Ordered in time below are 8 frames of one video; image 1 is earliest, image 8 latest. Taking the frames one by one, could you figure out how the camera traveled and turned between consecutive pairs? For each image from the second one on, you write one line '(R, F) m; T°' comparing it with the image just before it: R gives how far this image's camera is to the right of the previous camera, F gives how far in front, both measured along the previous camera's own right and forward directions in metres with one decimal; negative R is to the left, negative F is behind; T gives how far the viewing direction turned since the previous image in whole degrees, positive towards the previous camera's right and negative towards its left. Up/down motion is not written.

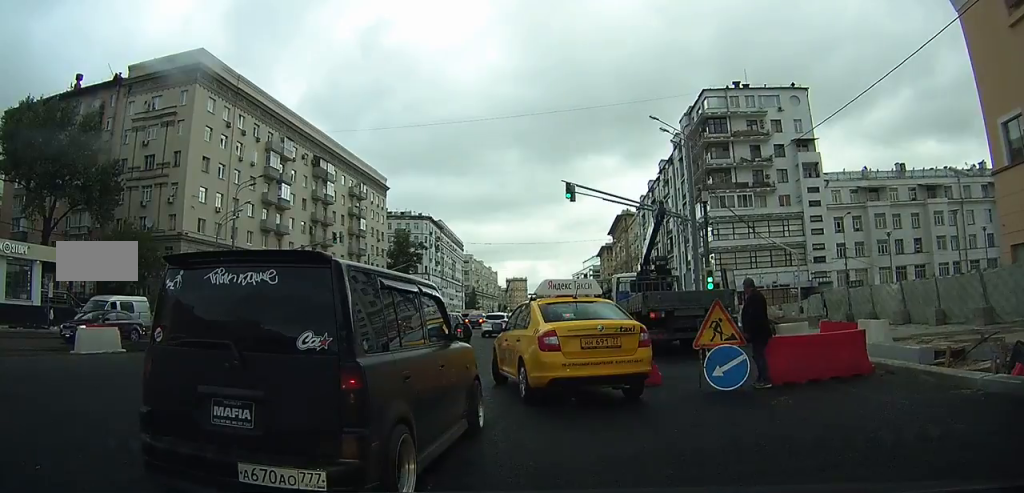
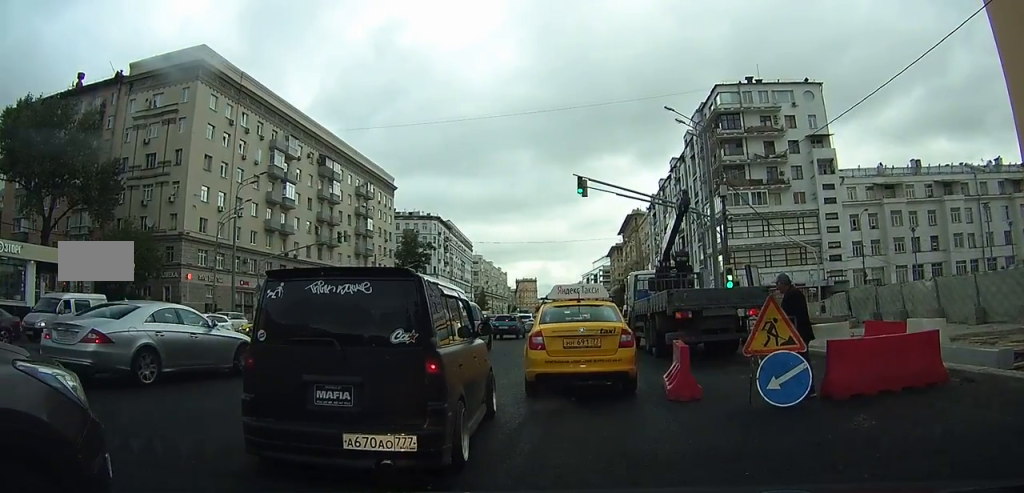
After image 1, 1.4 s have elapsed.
(0.0, +3.4) m; +2°
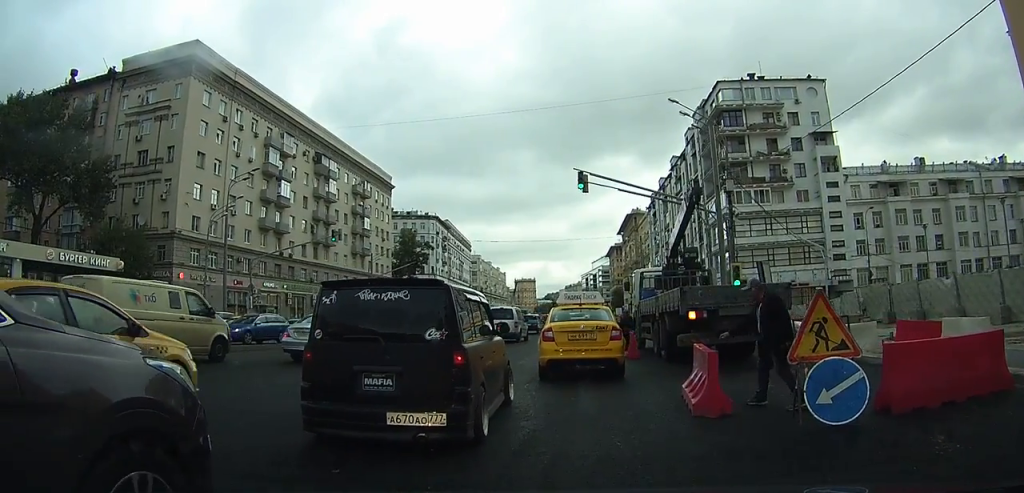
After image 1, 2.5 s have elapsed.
(0.0, +2.6) m; +2°
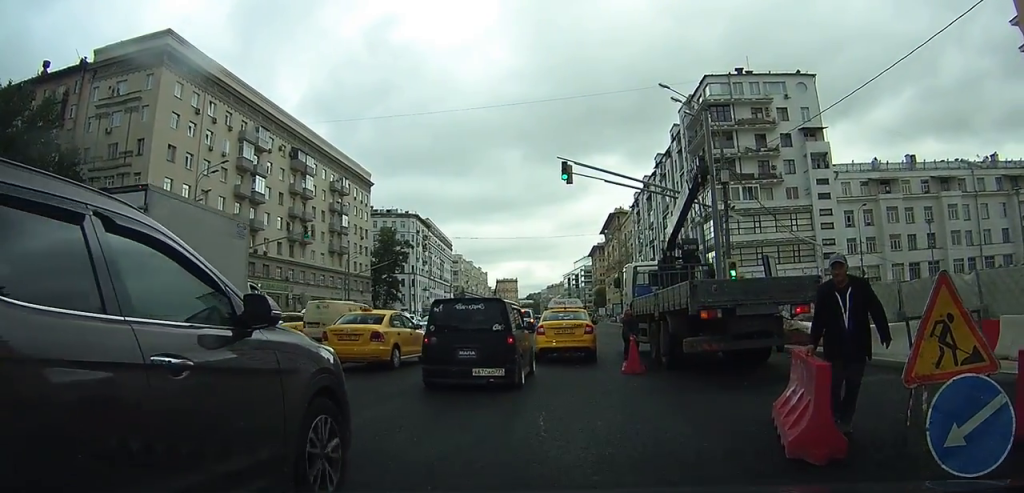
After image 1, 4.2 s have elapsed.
(+0.2, +4.3) m; +6°
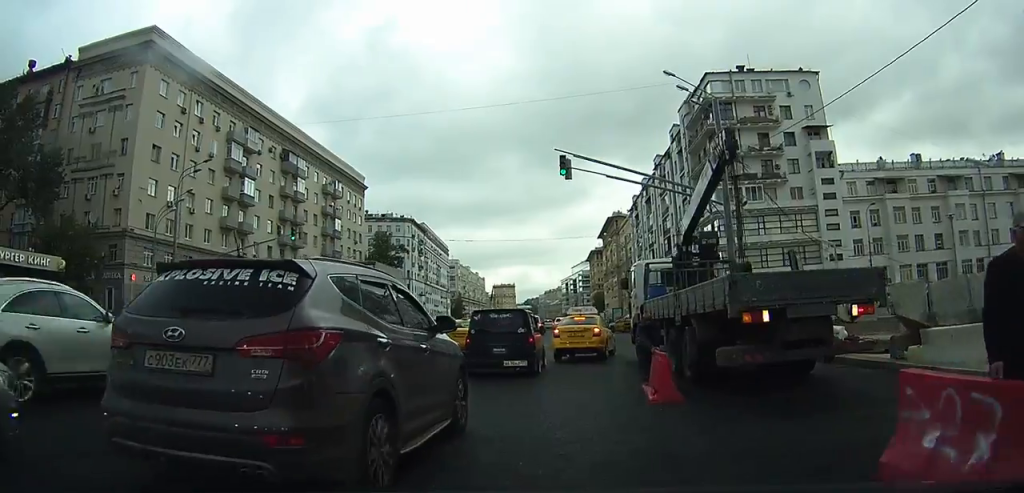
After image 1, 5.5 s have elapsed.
(+0.1, +4.1) m; +1°
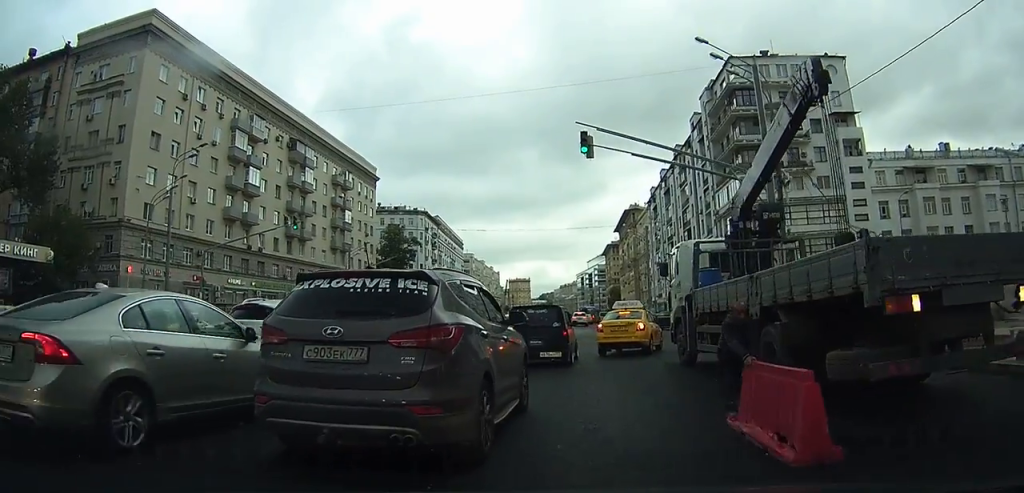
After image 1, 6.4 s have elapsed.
(-0.1, +3.6) m; -1°
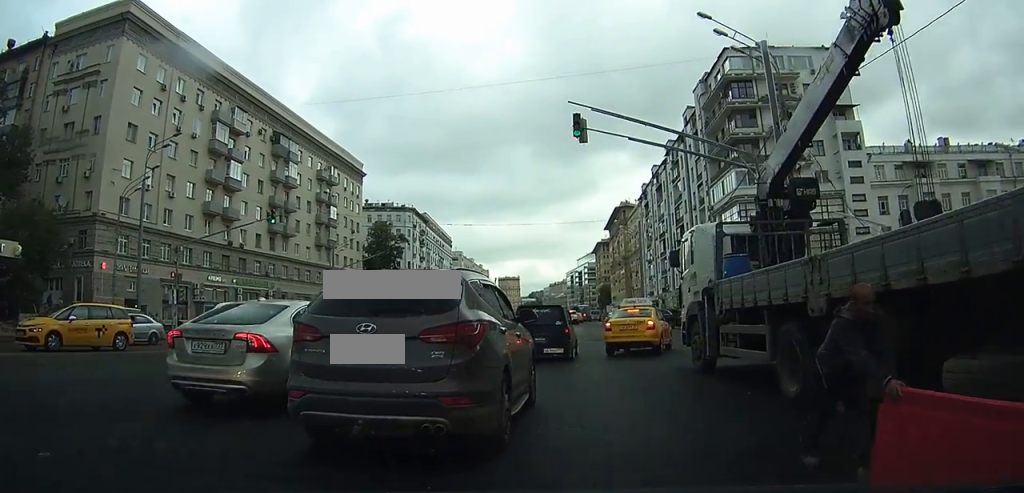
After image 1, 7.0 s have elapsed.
(0.0, +2.4) m; 0°
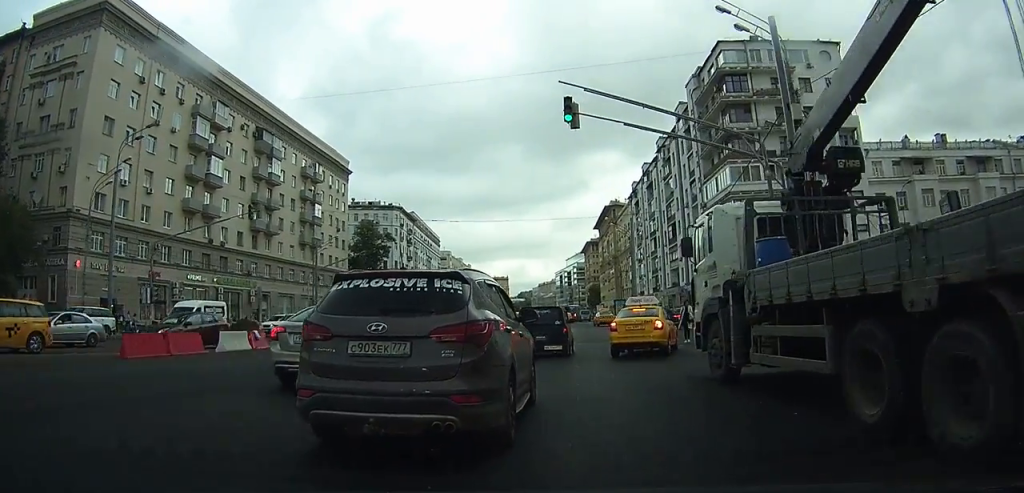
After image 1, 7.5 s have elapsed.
(0.0, +2.3) m; +1°
